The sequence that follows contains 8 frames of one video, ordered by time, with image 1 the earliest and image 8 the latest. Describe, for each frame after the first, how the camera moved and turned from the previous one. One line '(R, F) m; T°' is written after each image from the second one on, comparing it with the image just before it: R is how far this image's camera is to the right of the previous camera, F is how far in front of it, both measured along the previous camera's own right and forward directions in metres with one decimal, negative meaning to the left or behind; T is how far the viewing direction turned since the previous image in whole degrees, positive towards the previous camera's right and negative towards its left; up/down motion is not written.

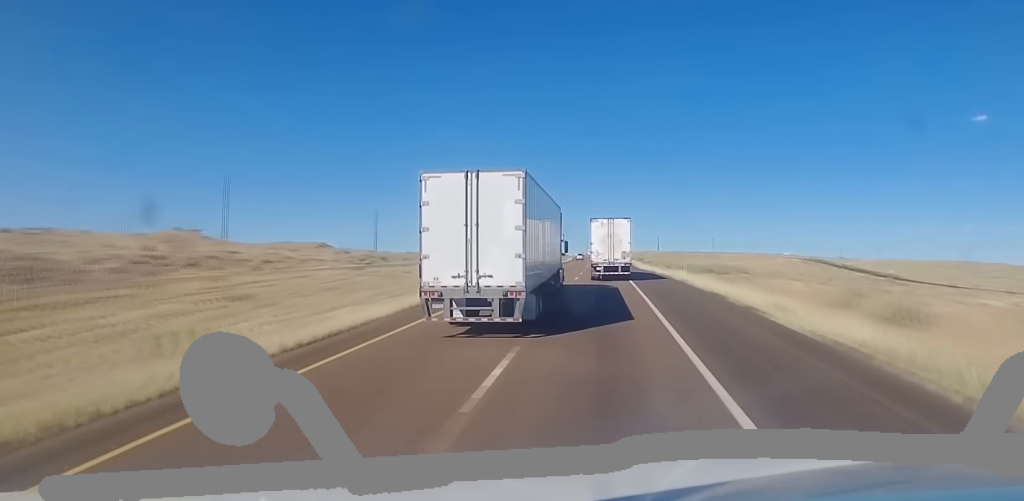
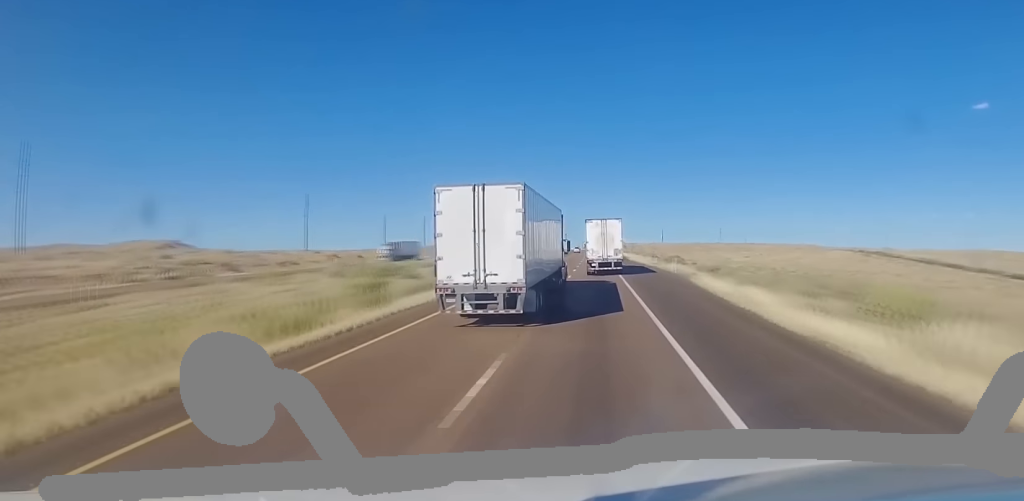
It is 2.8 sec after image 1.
(-0.3, +75.2) m; -1°
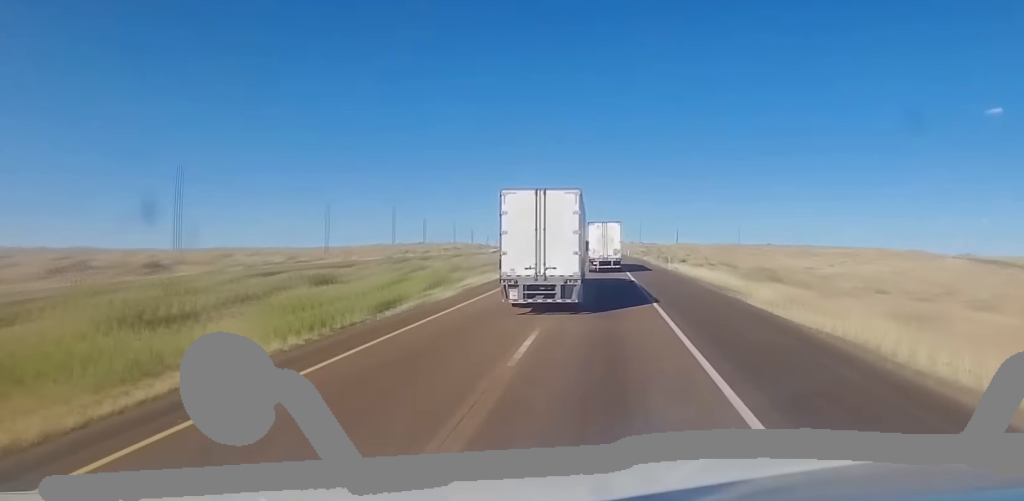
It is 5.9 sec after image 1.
(-0.6, +82.0) m; -1°
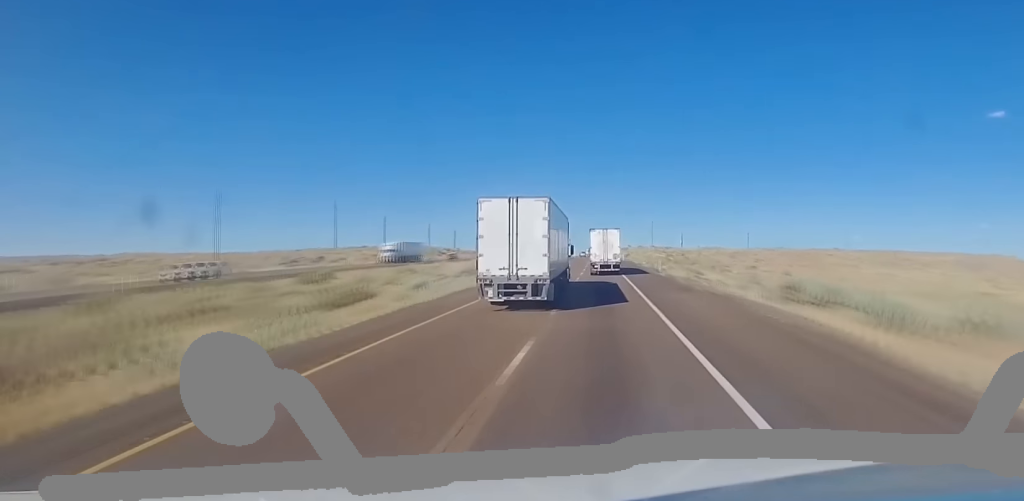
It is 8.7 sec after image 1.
(-0.3, +74.8) m; -1°
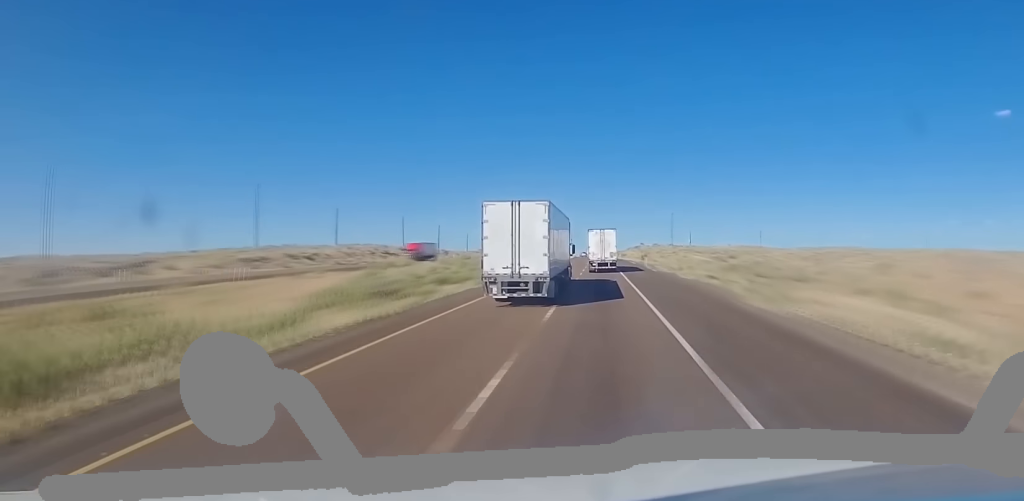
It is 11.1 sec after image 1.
(-0.5, +64.2) m; -1°
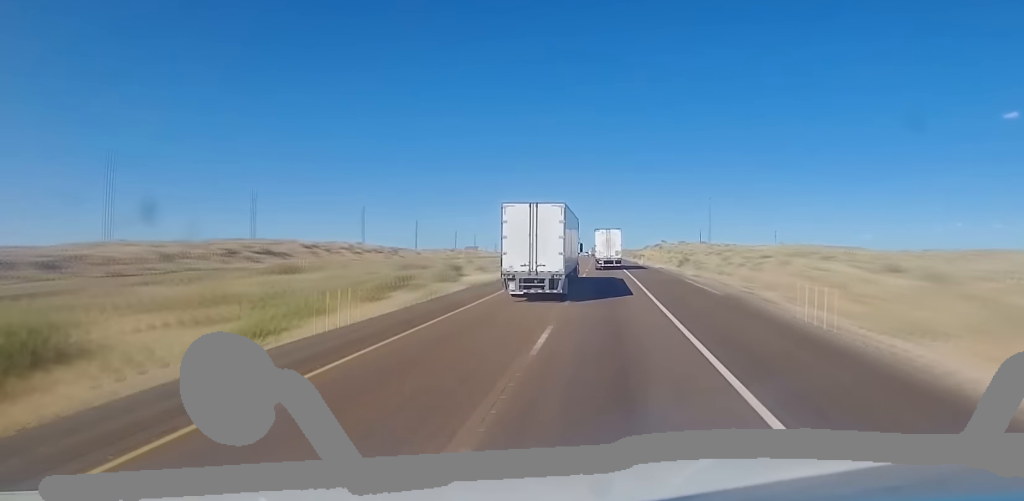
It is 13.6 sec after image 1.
(-0.4, +67.9) m; -1°
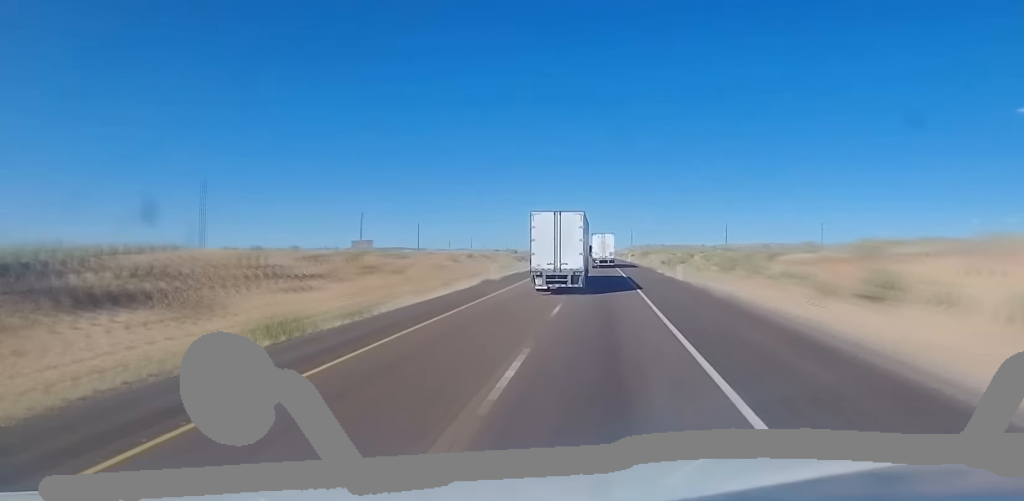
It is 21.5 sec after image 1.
(-1.8, +215.8) m; -2°
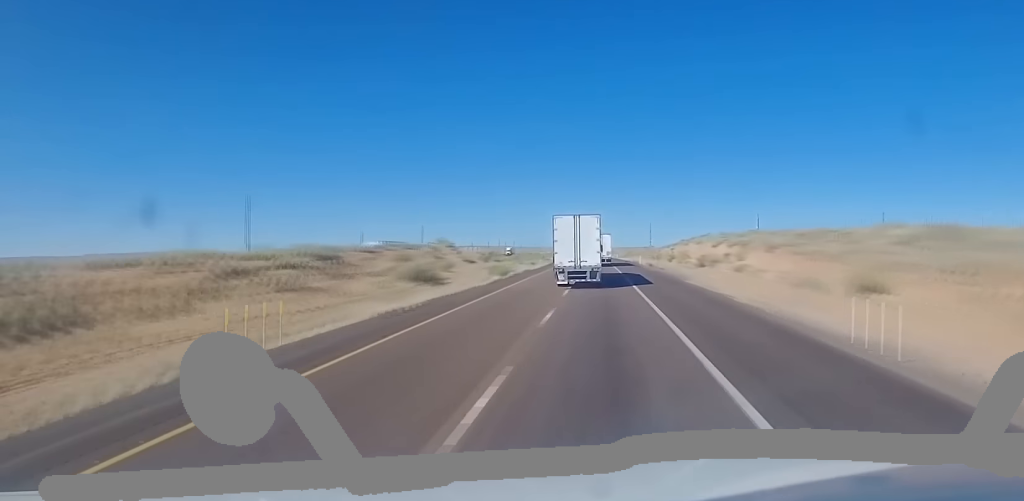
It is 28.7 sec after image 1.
(-1.4, +207.2) m; 0°
